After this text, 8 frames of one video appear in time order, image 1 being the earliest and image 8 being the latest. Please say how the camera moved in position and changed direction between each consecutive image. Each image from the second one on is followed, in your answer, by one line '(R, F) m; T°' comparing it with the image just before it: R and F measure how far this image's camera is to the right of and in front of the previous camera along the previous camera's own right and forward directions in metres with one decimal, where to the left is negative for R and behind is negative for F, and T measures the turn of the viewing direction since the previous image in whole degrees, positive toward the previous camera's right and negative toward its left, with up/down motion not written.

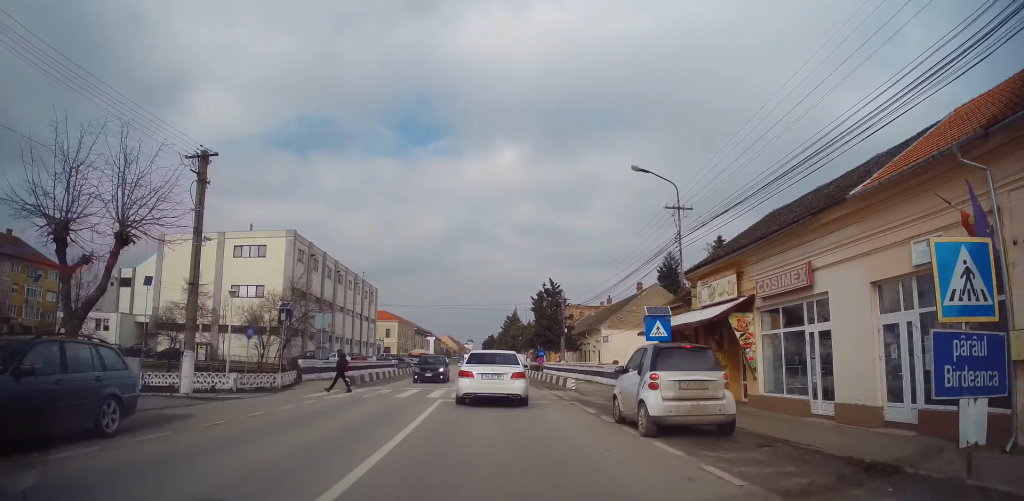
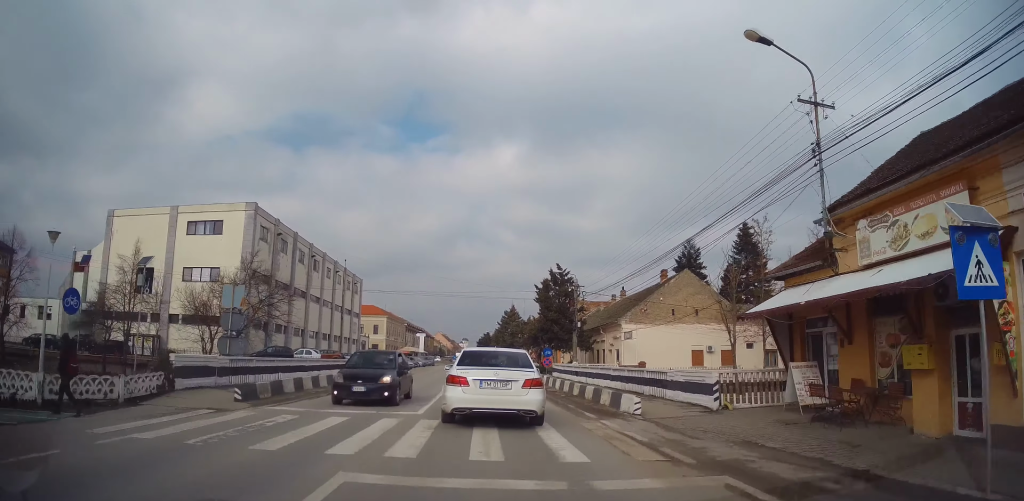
(-0.2, +10.4) m; +2°
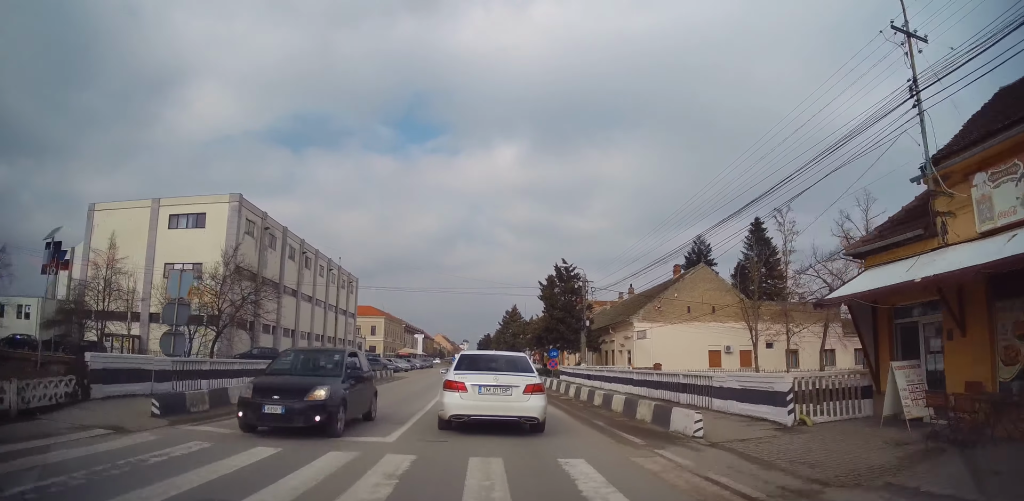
(+0.1, +3.8) m; 0°
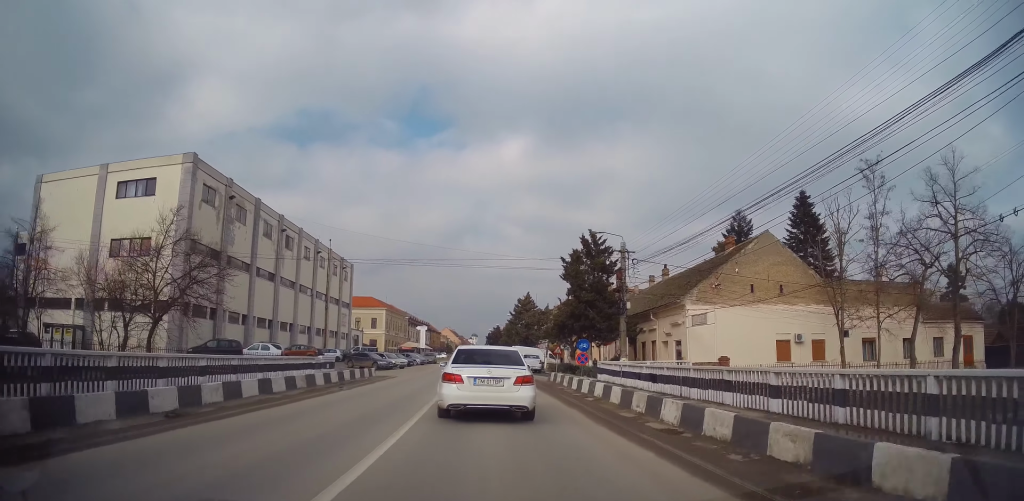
(-0.4, +10.0) m; -2°
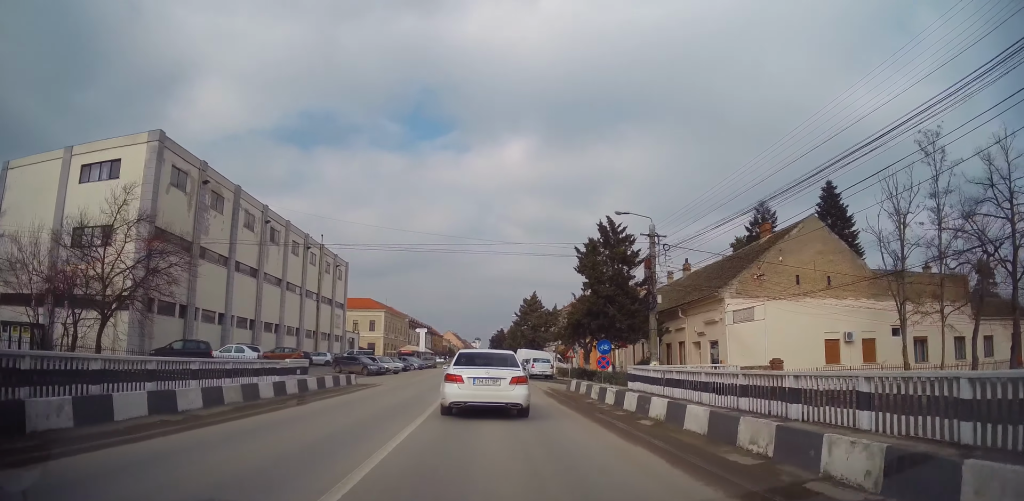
(+0.3, +5.2) m; +1°
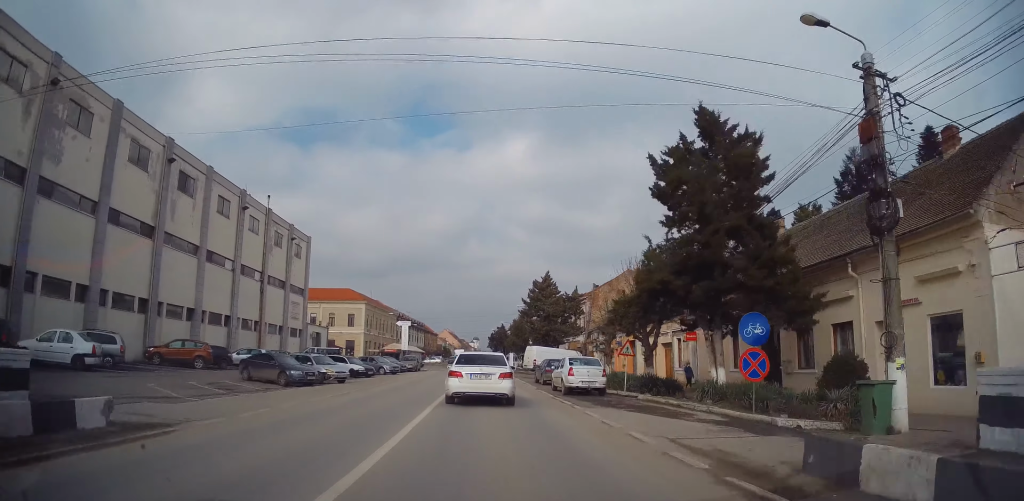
(-0.1, +16.9) m; -2°
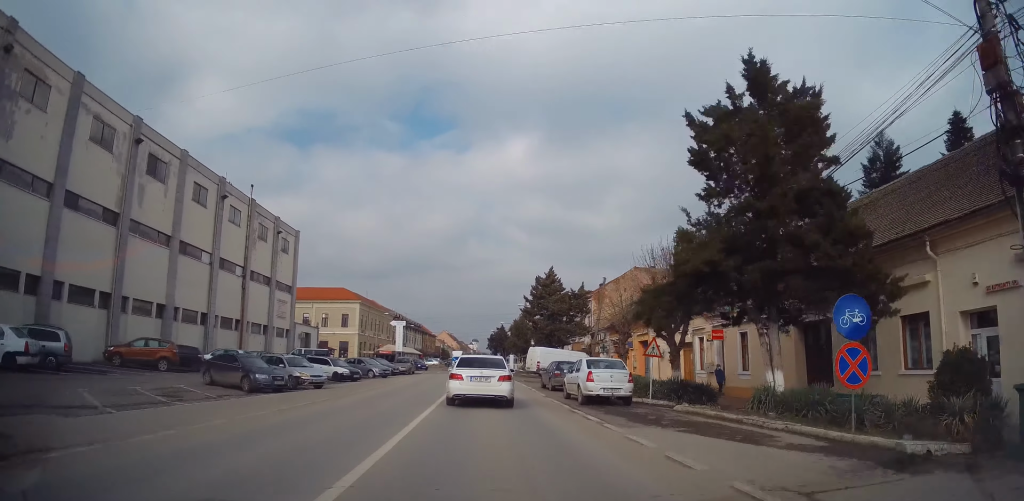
(0.0, +3.9) m; 0°
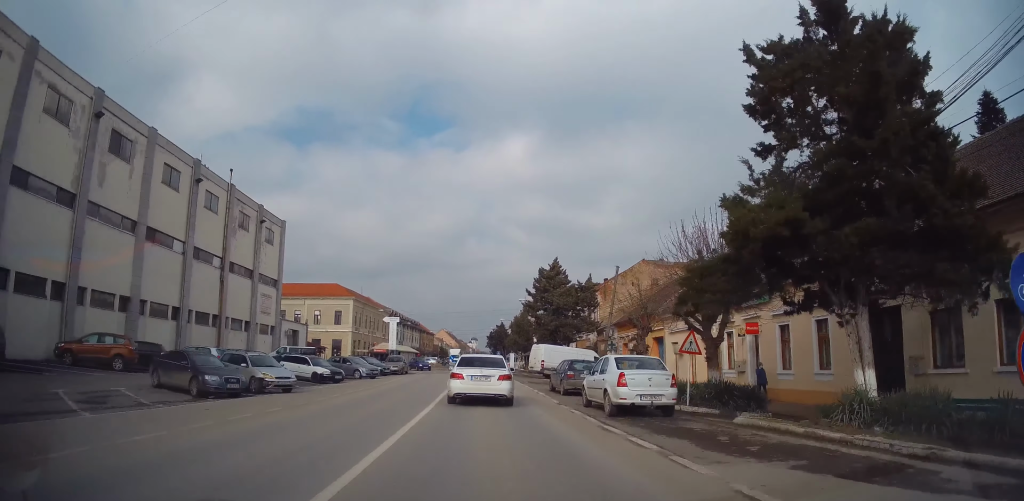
(0.0, +3.9) m; 0°
